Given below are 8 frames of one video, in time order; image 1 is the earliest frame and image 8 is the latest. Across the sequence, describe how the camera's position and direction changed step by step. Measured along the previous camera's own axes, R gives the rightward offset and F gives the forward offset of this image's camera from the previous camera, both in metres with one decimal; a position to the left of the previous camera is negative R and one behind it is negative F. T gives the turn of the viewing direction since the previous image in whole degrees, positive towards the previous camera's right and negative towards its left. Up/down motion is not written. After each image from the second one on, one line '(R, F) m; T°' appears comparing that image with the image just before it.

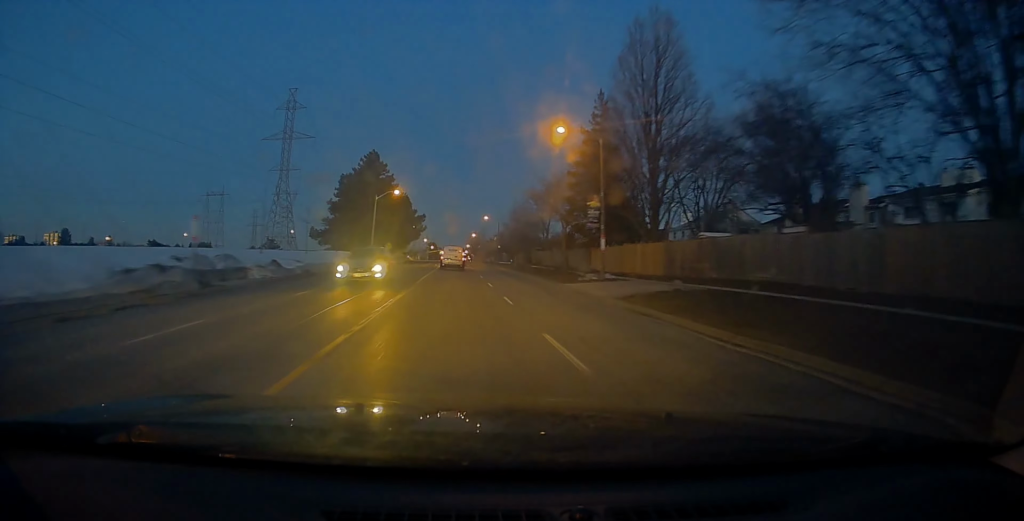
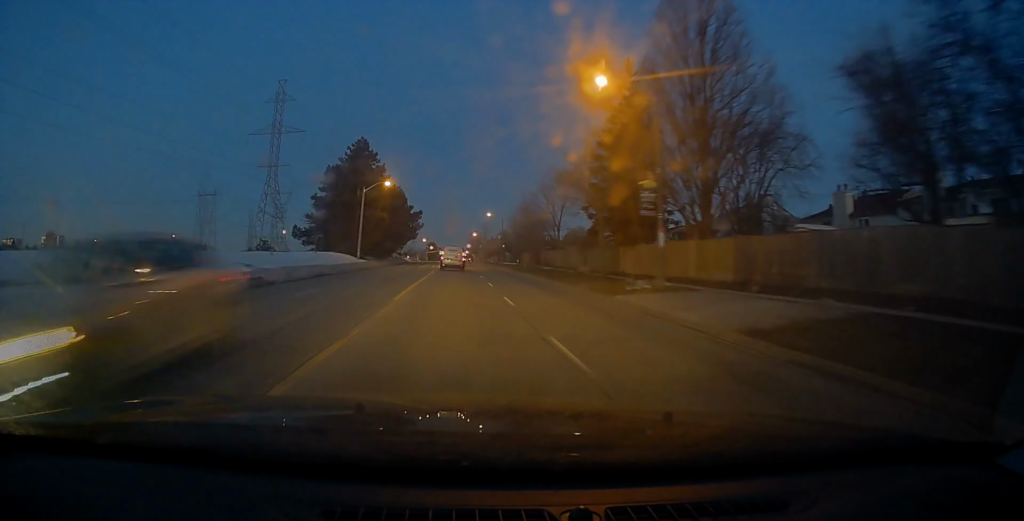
(+0.1, +8.5) m; +1°
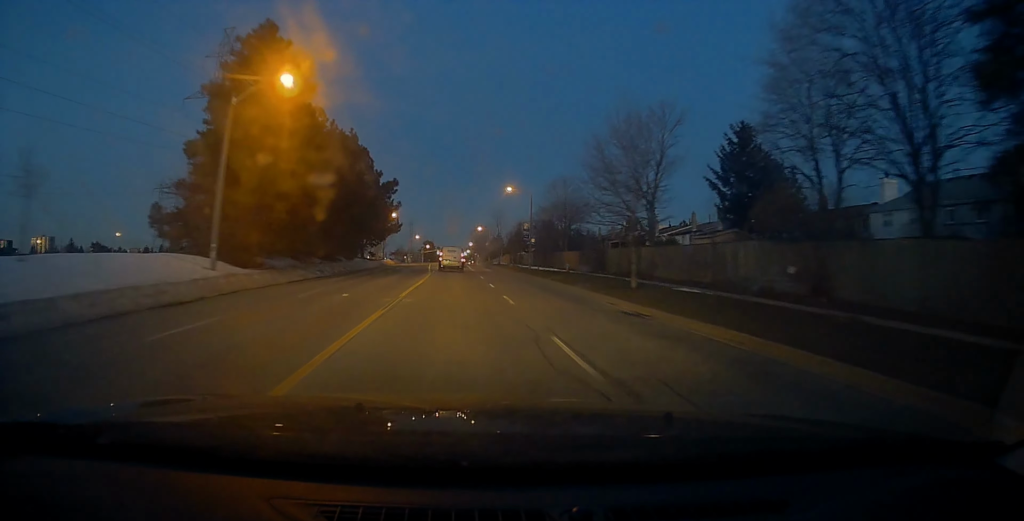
(+0.4, +34.5) m; -1°
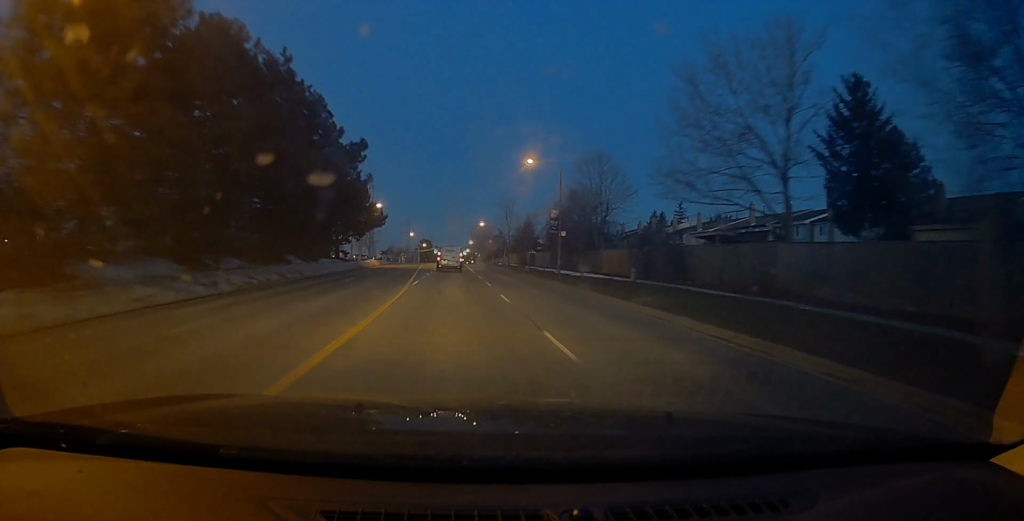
(-0.1, +16.3) m; 0°
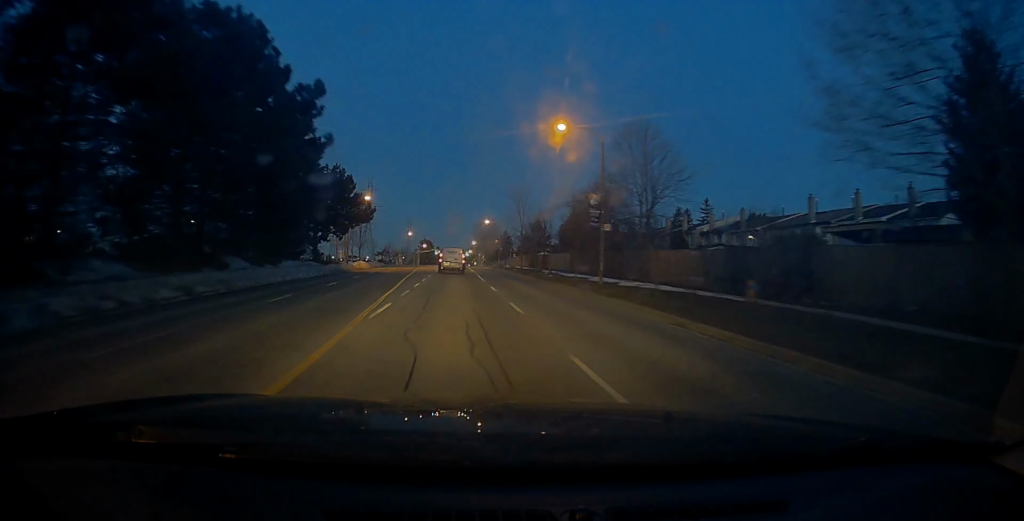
(+0.1, +11.0) m; 0°
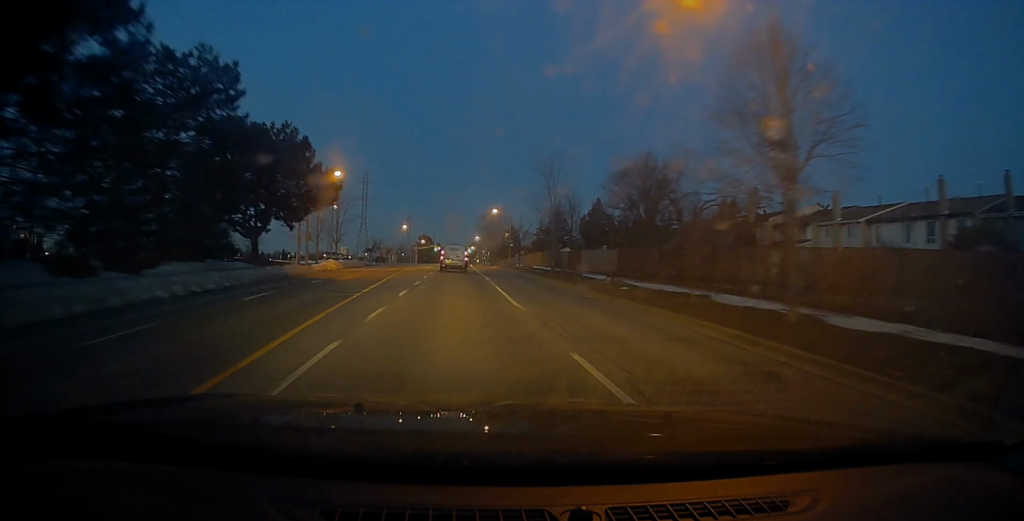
(-0.1, +17.0) m; +1°
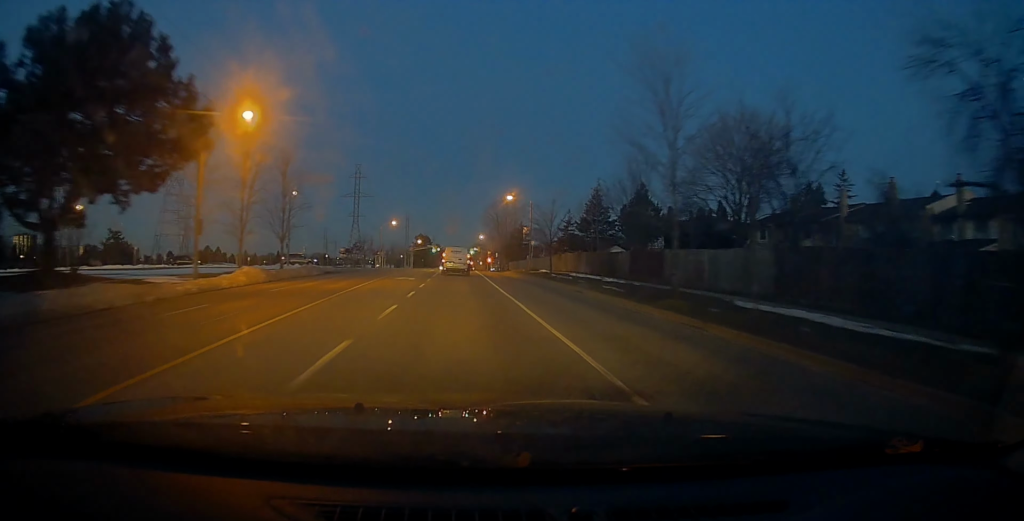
(-0.1, +21.7) m; -1°
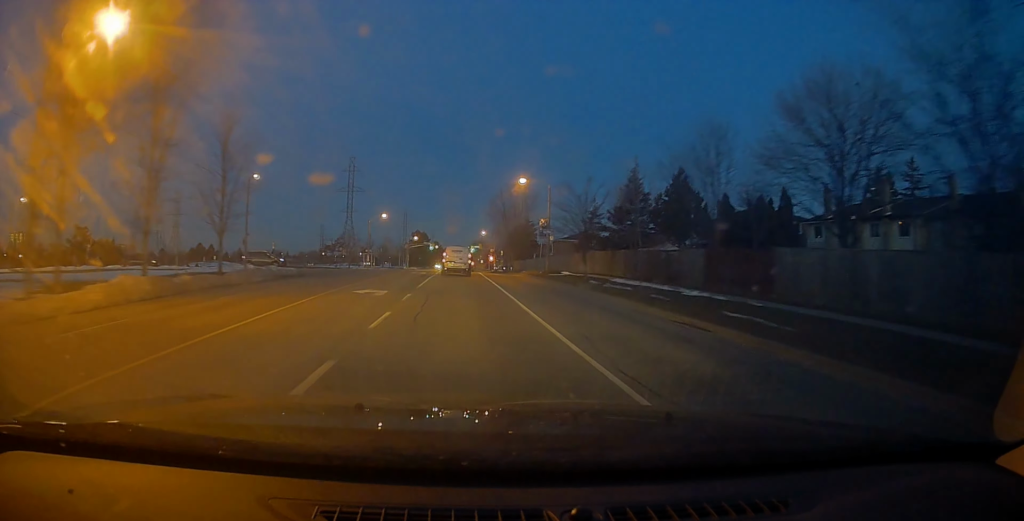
(0.0, +12.5) m; +1°
